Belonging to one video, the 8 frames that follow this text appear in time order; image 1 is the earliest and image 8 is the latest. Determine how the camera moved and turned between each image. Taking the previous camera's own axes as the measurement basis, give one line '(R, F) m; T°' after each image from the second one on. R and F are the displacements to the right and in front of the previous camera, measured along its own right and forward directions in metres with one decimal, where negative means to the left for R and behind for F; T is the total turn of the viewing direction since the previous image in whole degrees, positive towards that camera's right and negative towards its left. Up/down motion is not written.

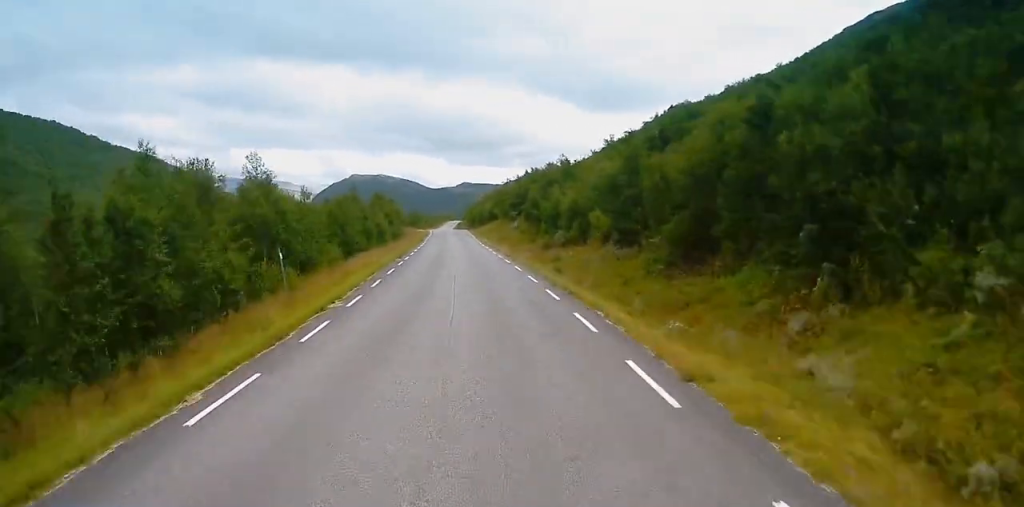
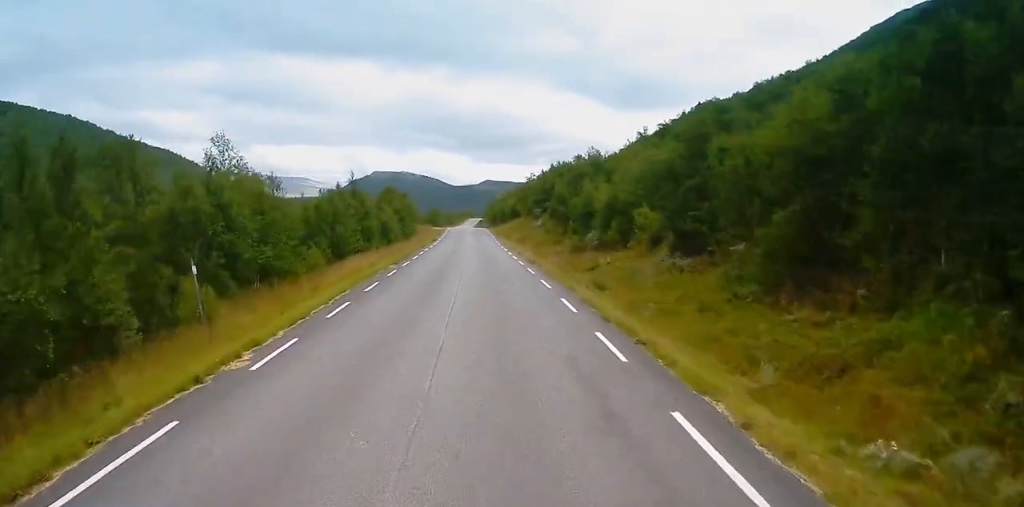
(-0.2, +9.2) m; -1°
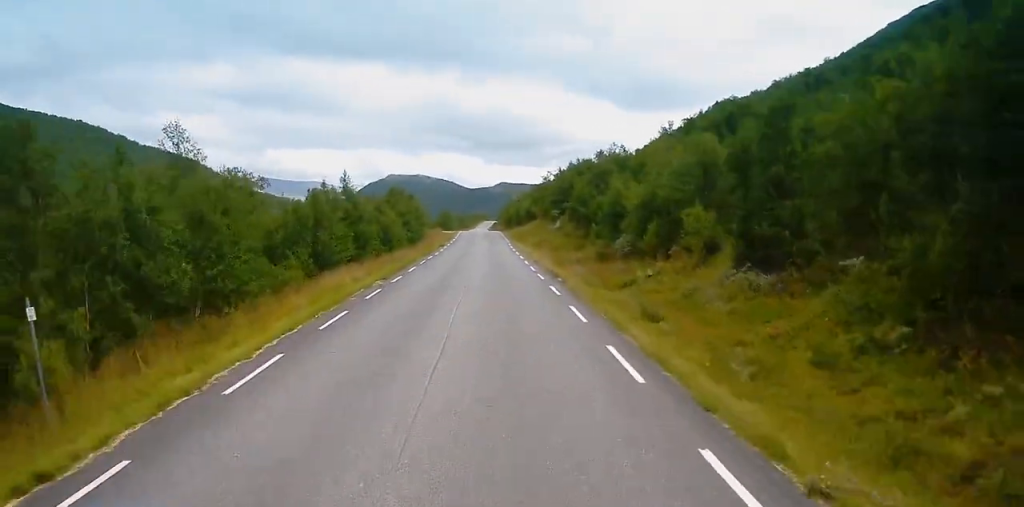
(0.0, +7.4) m; -1°
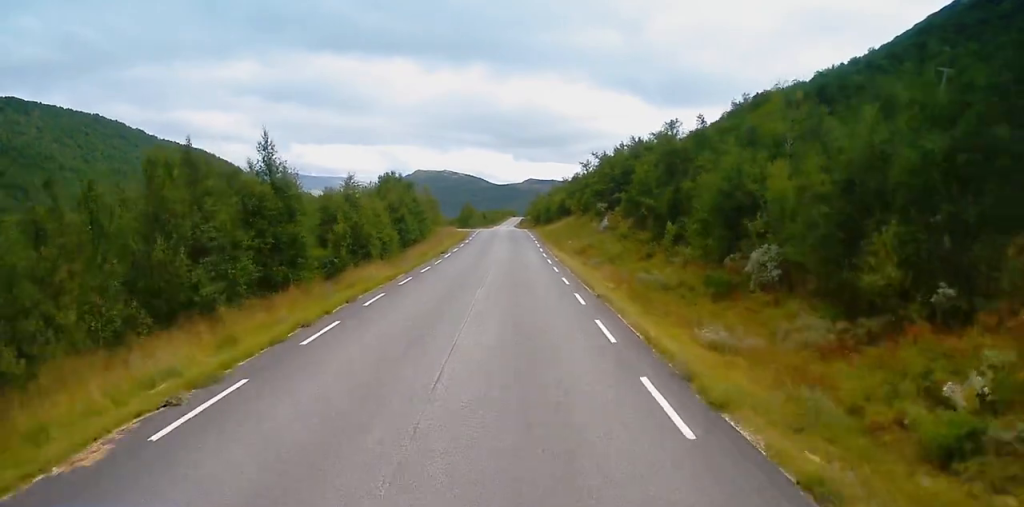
(-0.3, +20.7) m; 0°
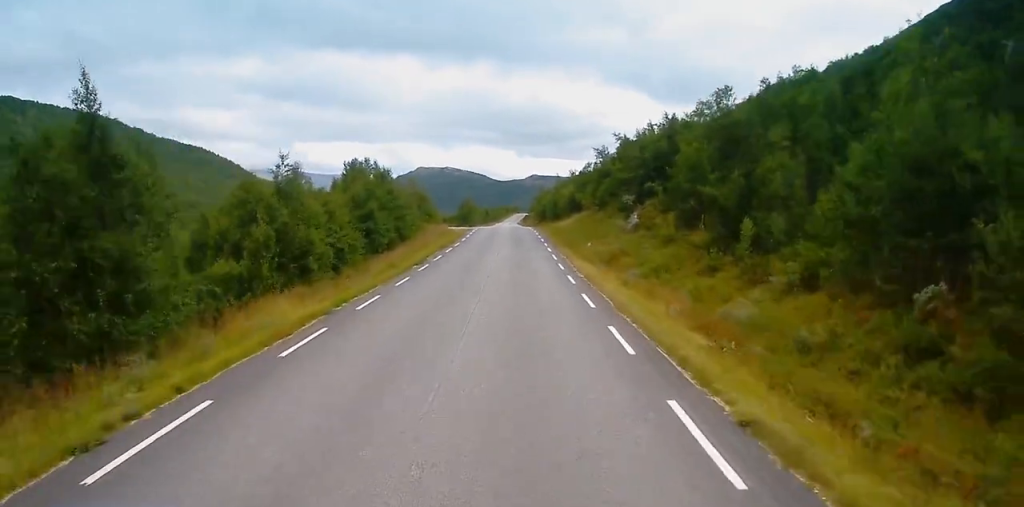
(0.0, +13.5) m; +1°
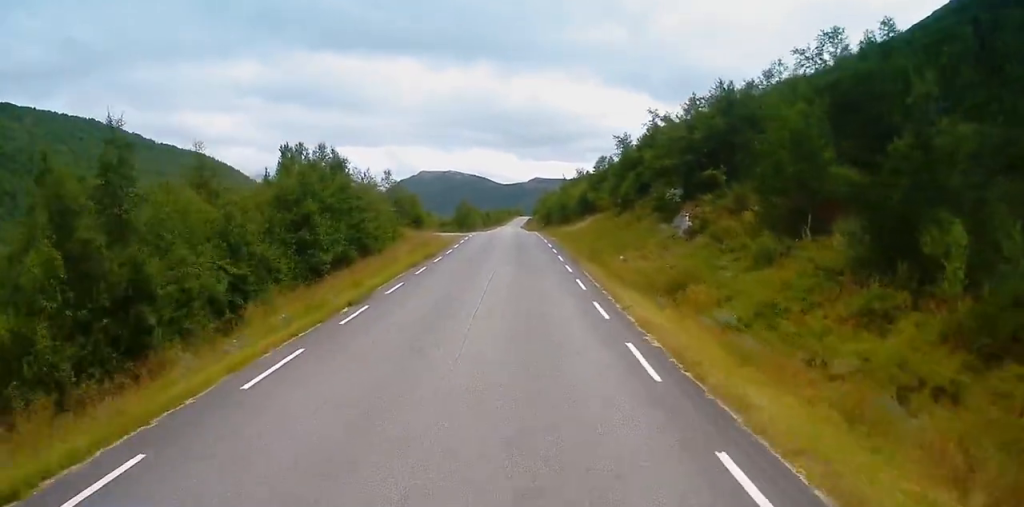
(+0.3, +14.1) m; -2°
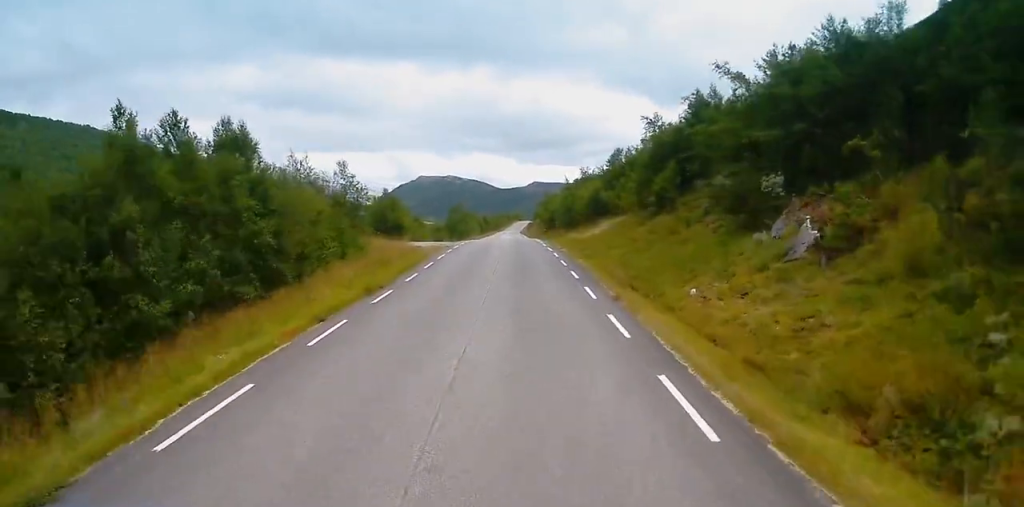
(-0.7, +14.7) m; +1°
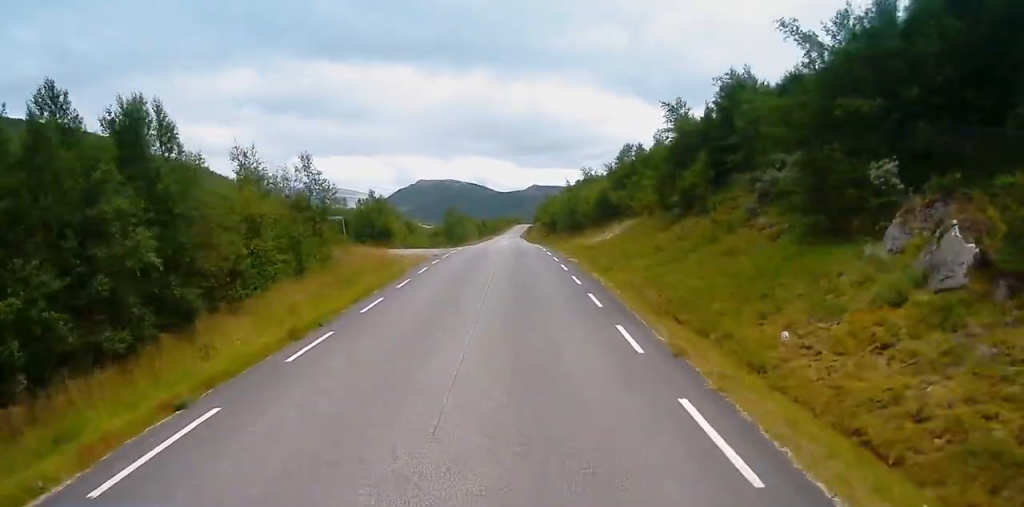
(+0.3, +7.3) m; 0°
